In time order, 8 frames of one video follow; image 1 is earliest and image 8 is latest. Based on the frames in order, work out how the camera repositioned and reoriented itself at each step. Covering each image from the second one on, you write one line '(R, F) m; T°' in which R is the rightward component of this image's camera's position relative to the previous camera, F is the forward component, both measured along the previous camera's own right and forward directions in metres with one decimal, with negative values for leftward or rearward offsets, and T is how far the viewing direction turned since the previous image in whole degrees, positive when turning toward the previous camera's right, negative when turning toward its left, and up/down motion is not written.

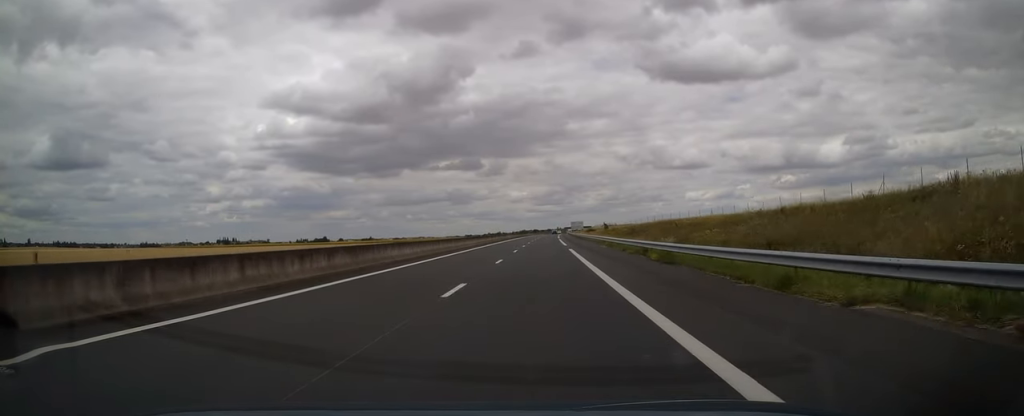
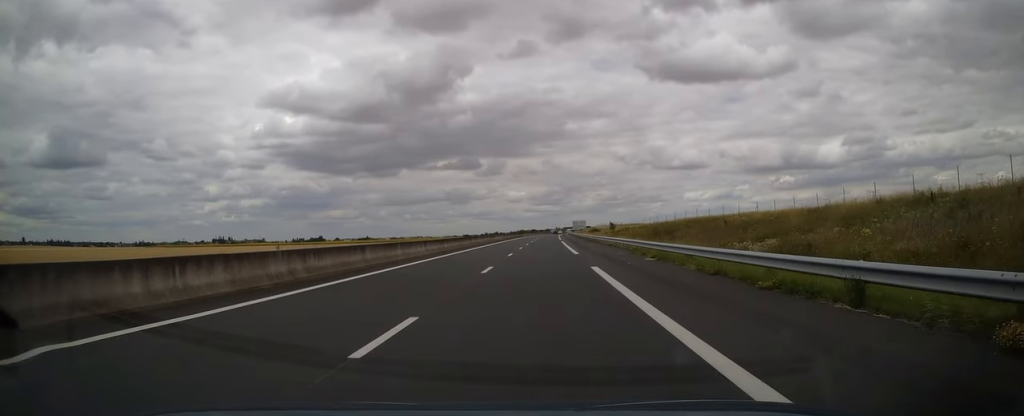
(0.0, +19.0) m; 0°
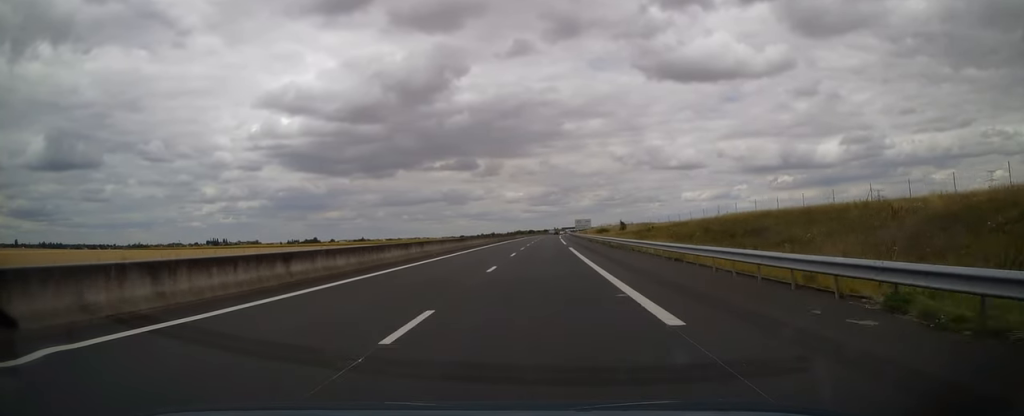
(0.0, +24.9) m; 0°
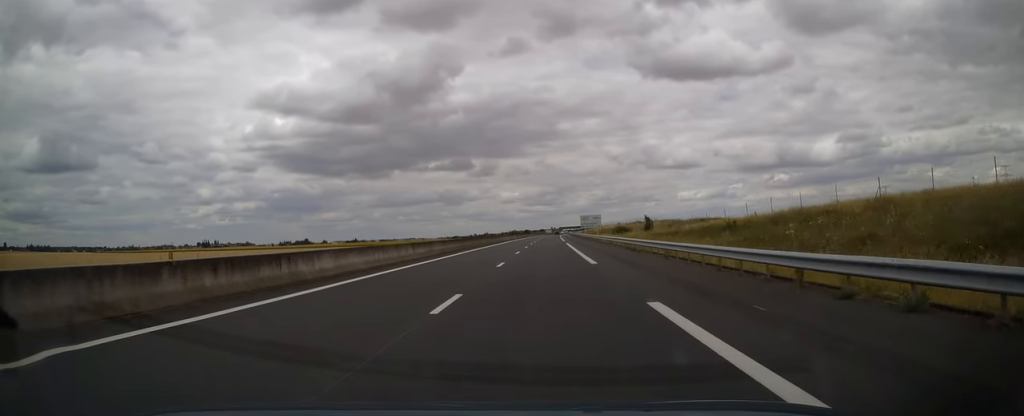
(+0.1, +36.0) m; 0°
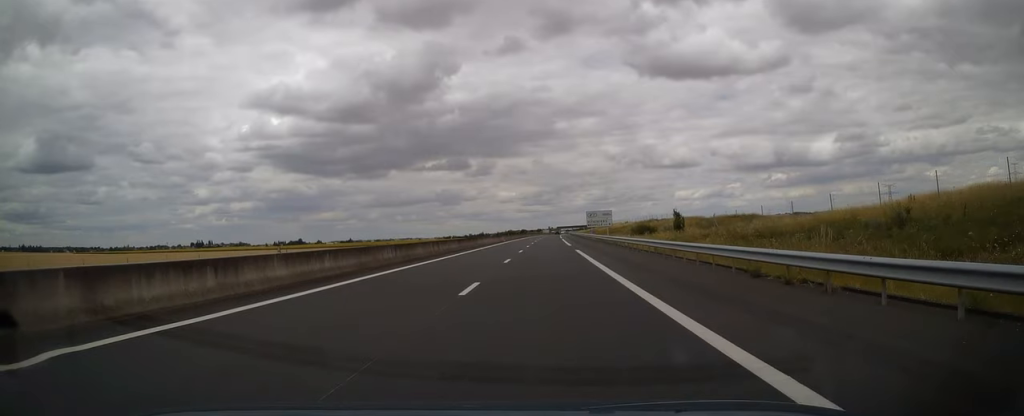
(-0.1, +22.9) m; +1°
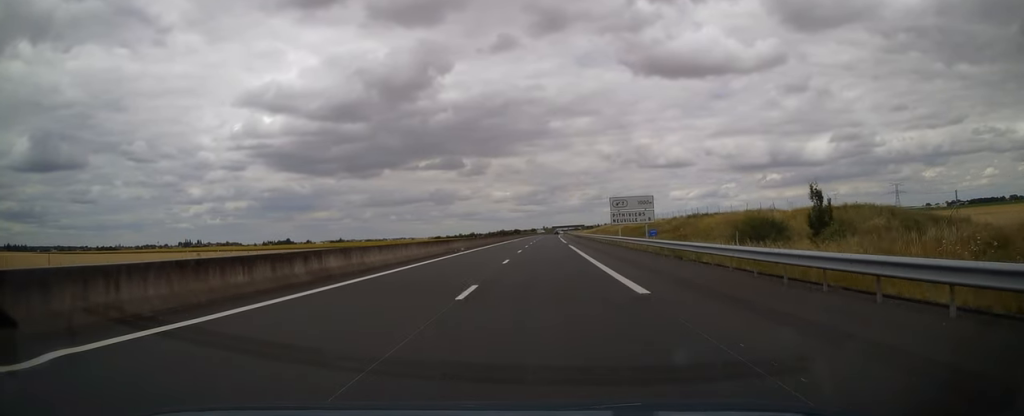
(+0.6, +39.6) m; +1°
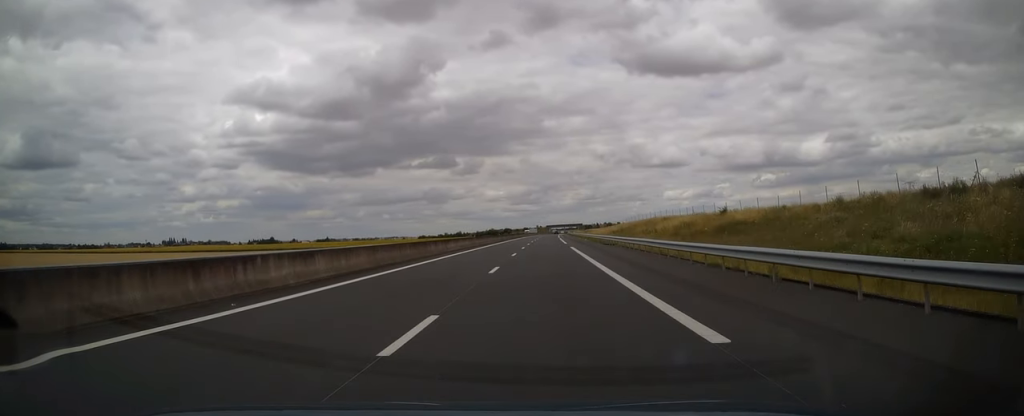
(0.0, +57.3) m; 0°
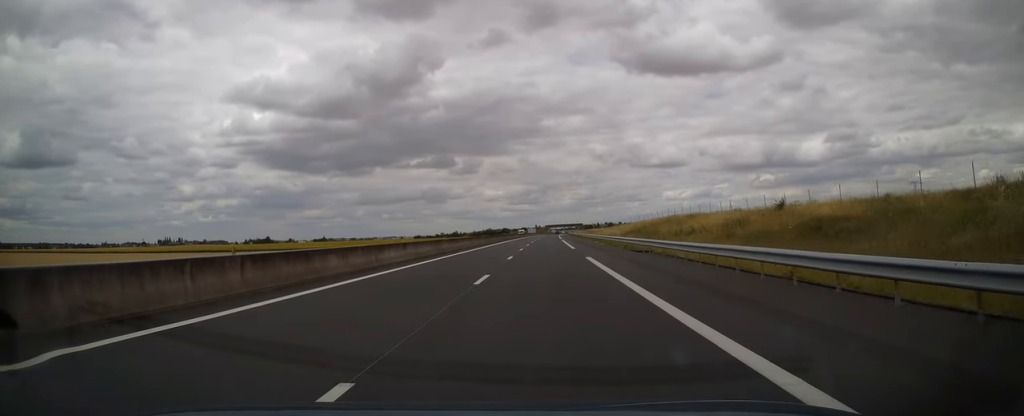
(0.0, +17.1) m; 0°
